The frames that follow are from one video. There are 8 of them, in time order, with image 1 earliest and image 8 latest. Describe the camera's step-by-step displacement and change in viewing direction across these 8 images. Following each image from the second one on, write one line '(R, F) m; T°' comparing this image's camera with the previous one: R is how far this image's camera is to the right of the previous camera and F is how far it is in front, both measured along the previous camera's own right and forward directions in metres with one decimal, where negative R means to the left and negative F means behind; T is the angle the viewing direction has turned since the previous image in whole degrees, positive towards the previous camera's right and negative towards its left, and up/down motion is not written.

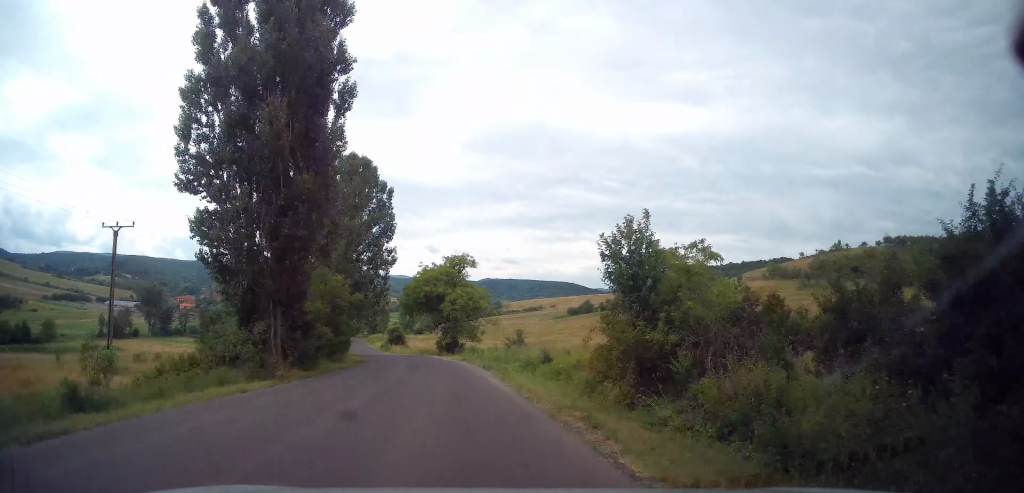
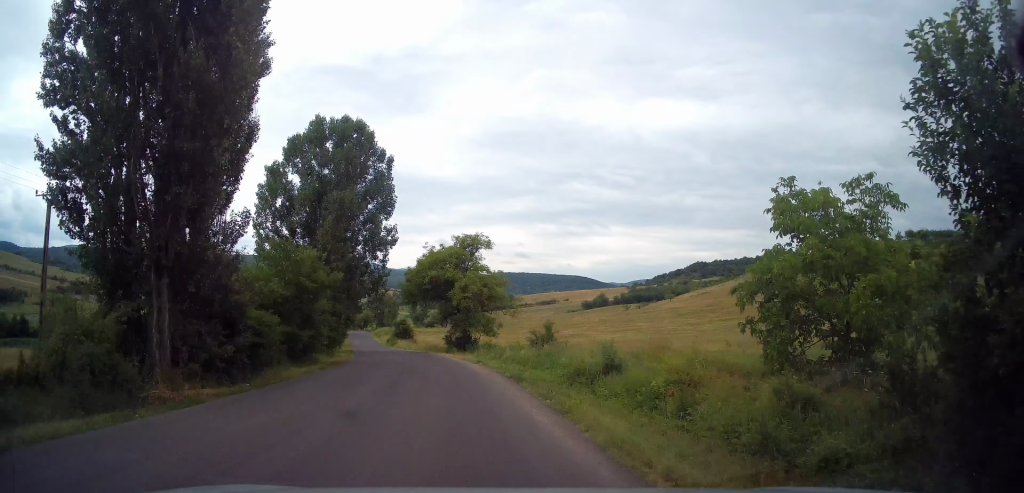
(0.0, +8.0) m; -1°
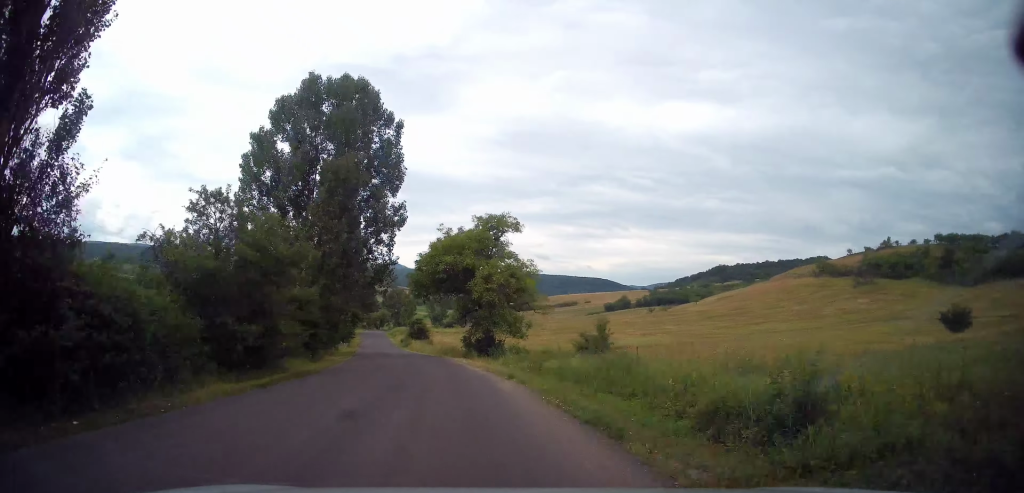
(-0.1, +7.6) m; -2°
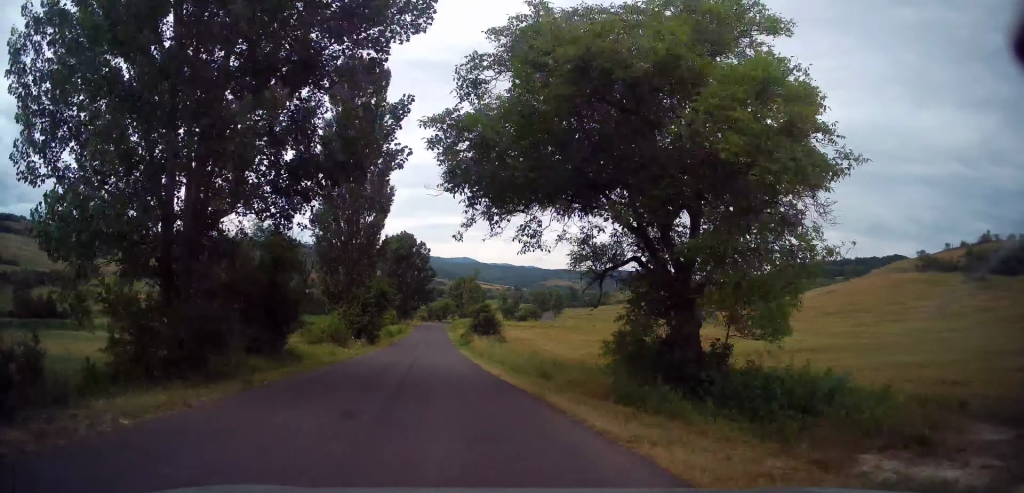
(-1.2, +25.0) m; -6°
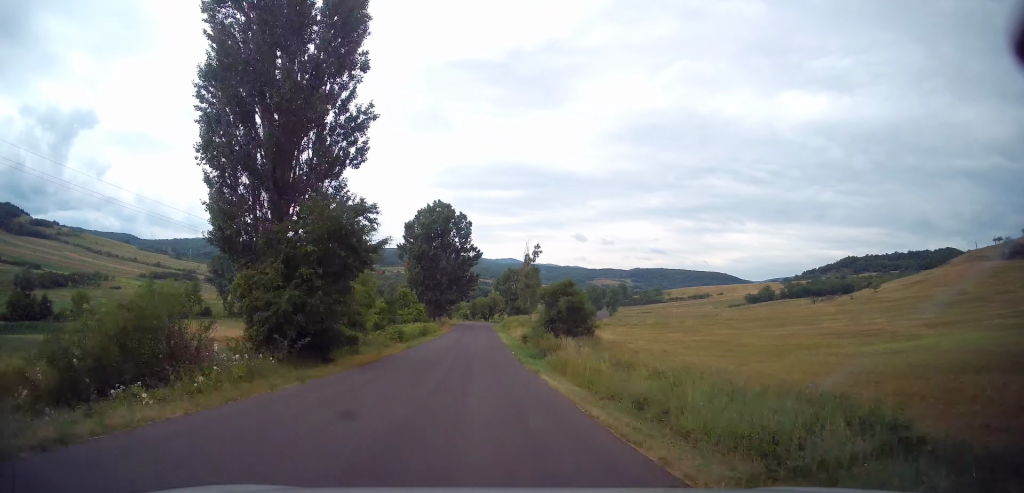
(-1.8, +25.5) m; -4°
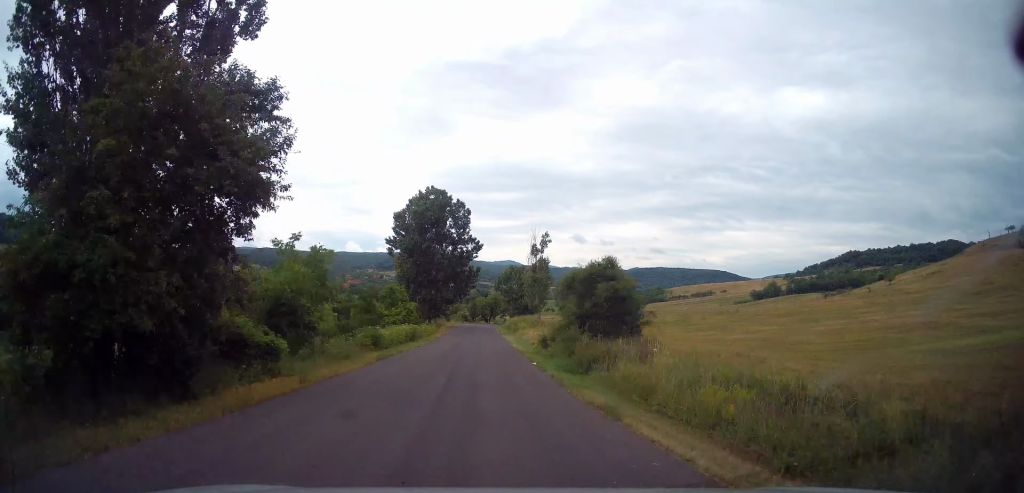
(+0.3, +9.5) m; +1°
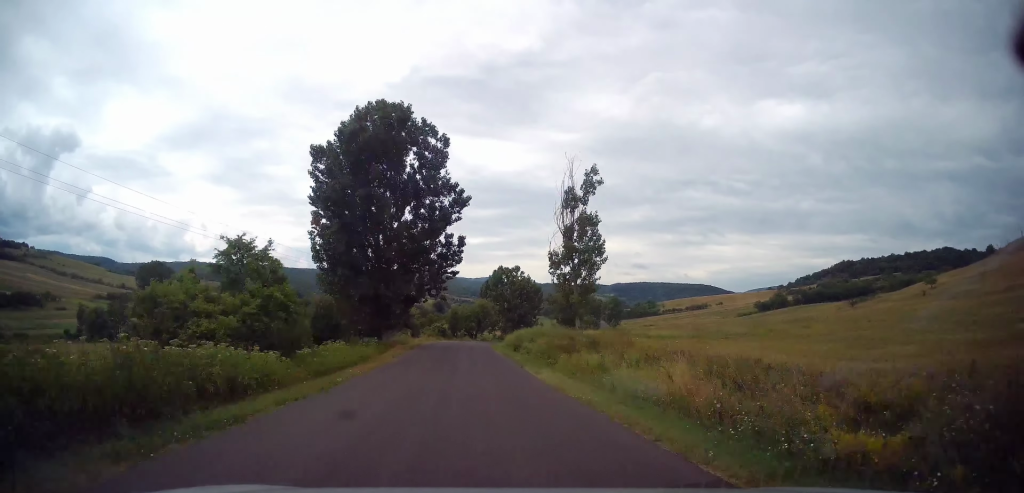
(+0.3, +30.8) m; -1°
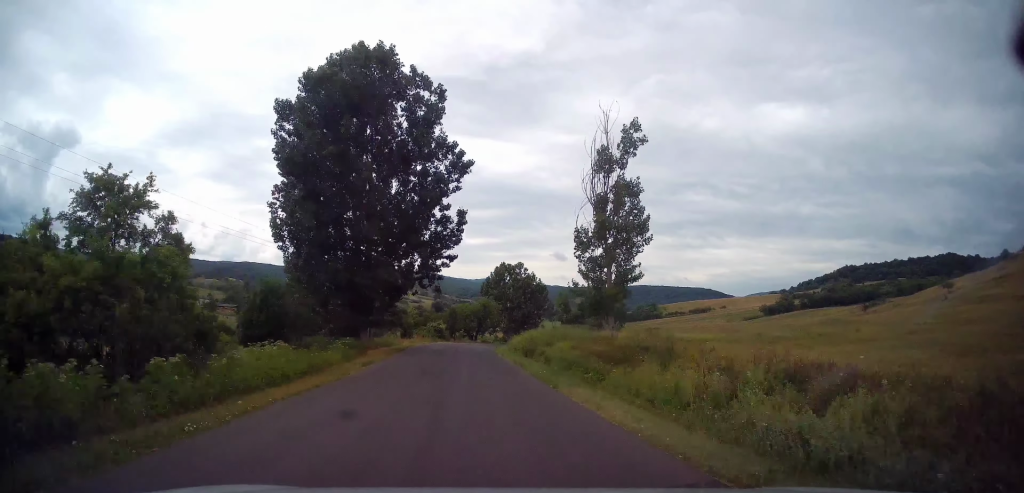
(-0.1, +7.9) m; 0°
